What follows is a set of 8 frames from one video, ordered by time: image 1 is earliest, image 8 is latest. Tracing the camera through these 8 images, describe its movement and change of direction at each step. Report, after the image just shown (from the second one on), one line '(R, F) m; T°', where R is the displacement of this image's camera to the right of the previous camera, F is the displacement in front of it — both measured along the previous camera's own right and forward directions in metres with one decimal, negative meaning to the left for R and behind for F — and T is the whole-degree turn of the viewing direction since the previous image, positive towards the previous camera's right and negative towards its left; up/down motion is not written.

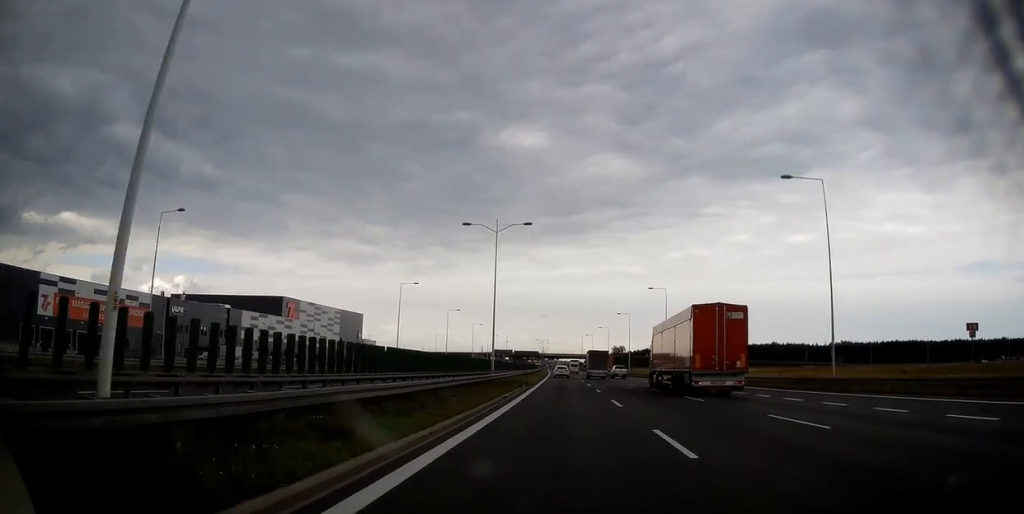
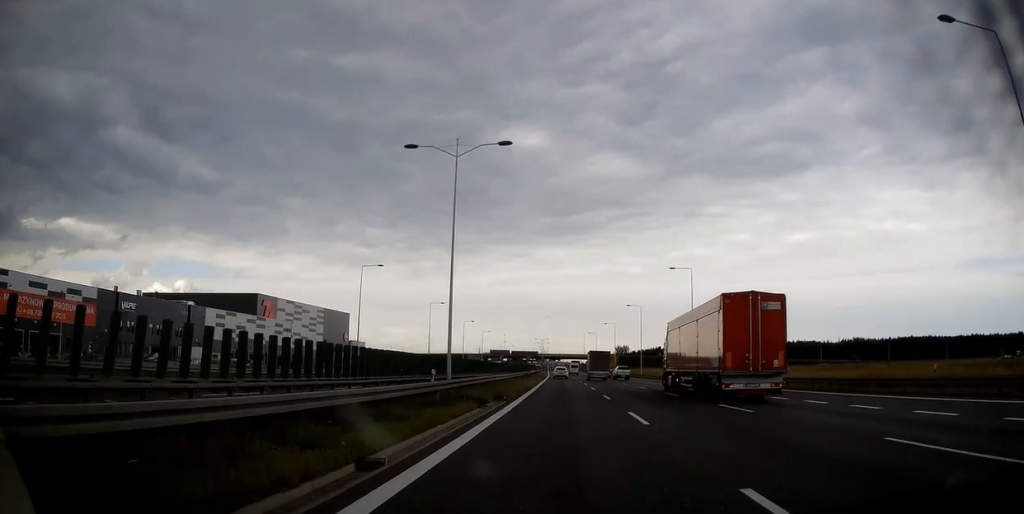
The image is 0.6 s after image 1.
(0.0, +18.5) m; 0°
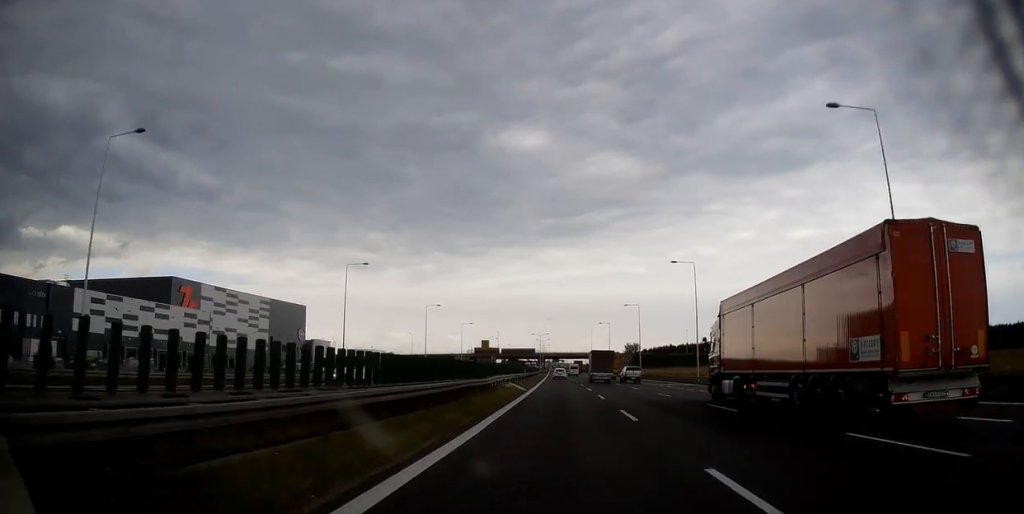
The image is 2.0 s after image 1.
(-0.1, +46.3) m; 0°
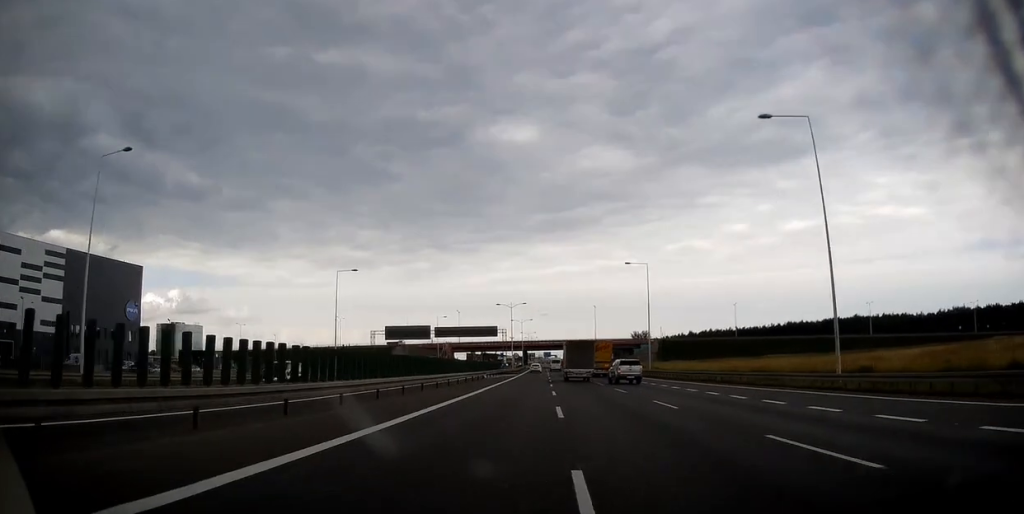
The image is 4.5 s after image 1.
(+0.2, +83.5) m; 0°
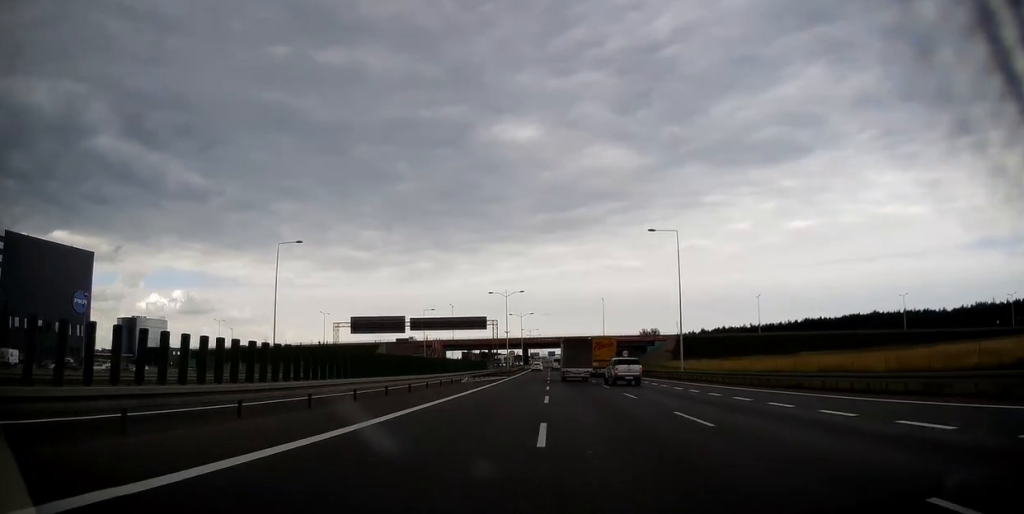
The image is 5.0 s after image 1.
(0.0, +17.5) m; 0°
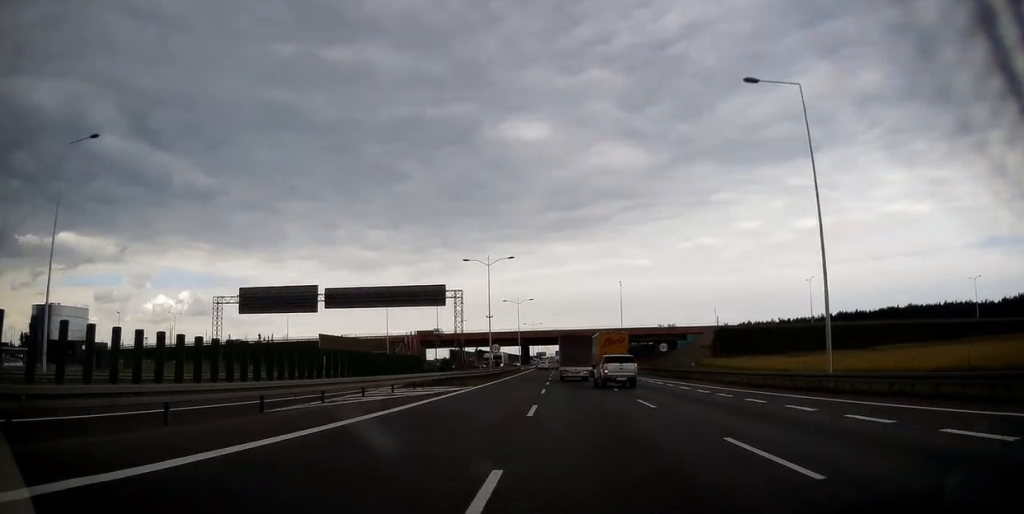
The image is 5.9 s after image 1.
(-0.1, +30.1) m; -1°
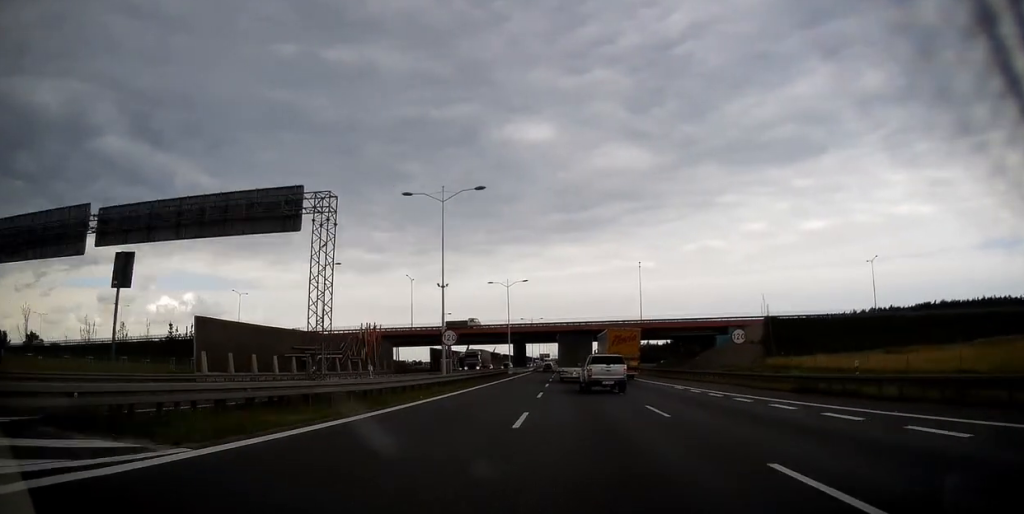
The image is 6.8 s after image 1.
(-0.1, +27.2) m; 0°
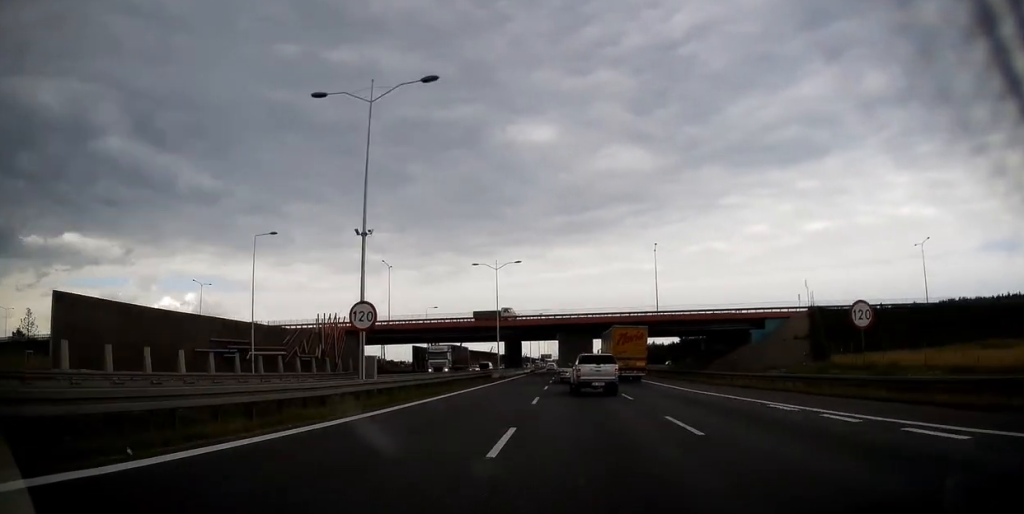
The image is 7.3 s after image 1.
(0.0, +16.3) m; 0°
